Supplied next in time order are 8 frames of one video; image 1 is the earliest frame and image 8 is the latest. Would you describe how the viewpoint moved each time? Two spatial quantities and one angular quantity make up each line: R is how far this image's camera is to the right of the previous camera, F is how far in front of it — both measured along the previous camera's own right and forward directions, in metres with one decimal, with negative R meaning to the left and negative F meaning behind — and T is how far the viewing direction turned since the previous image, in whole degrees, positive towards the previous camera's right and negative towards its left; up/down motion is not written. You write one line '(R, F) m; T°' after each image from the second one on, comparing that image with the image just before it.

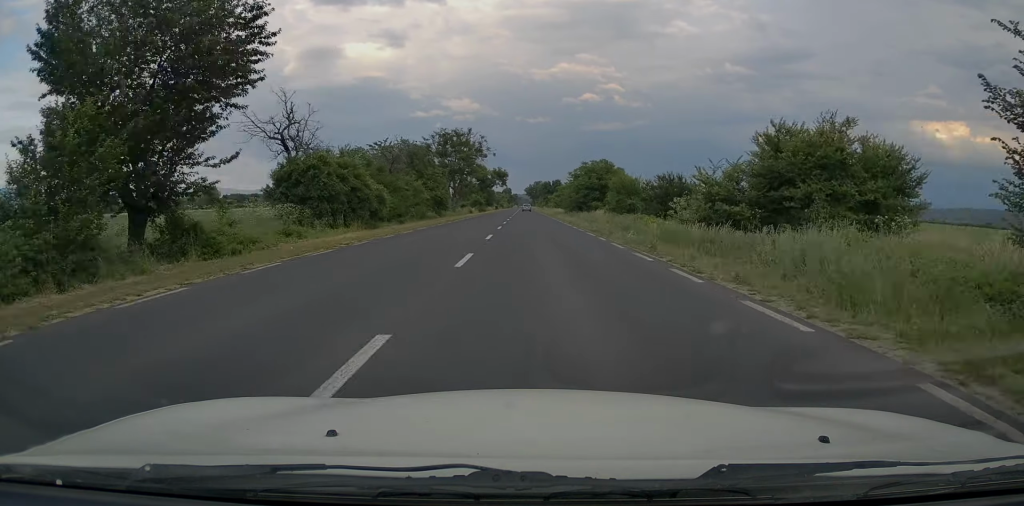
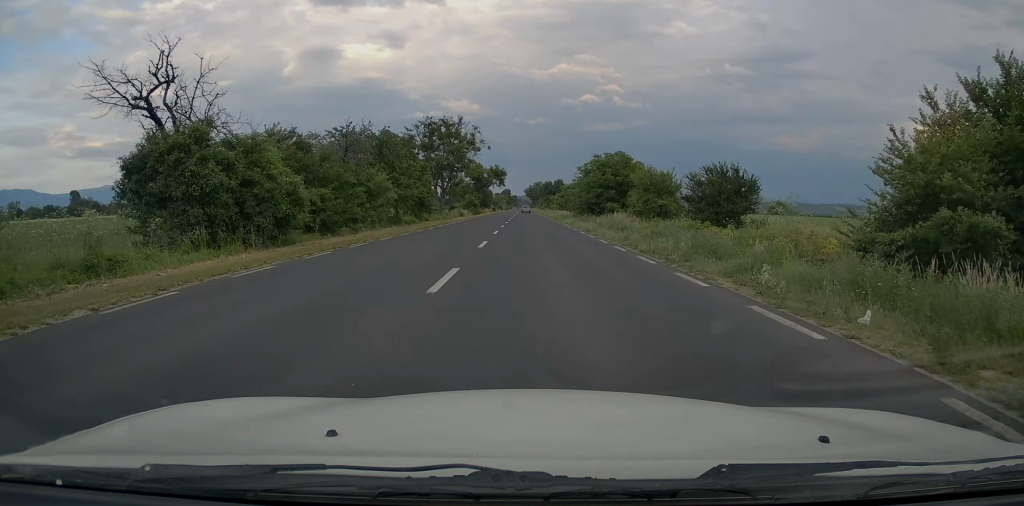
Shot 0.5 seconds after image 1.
(+0.2, +12.1) m; 0°
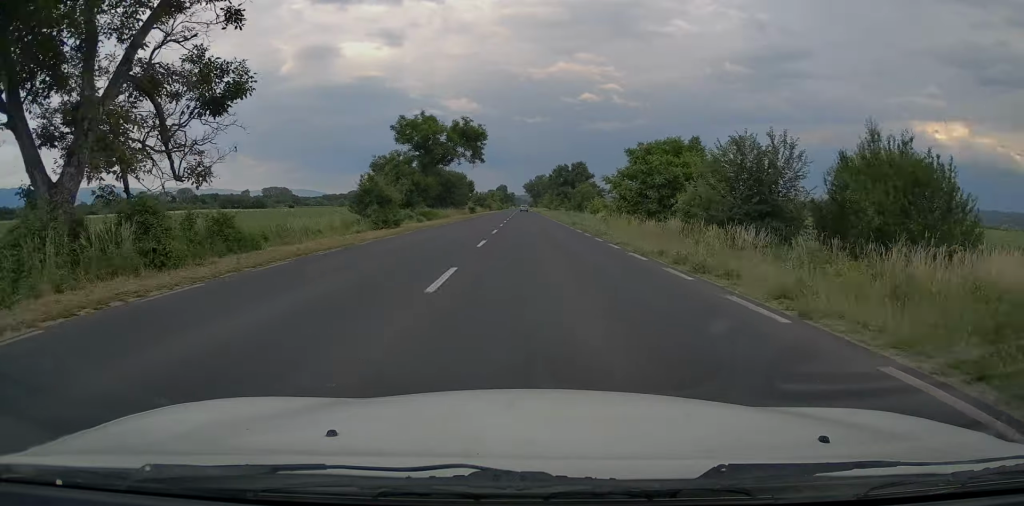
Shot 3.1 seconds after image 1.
(-0.2, +62.2) m; 0°
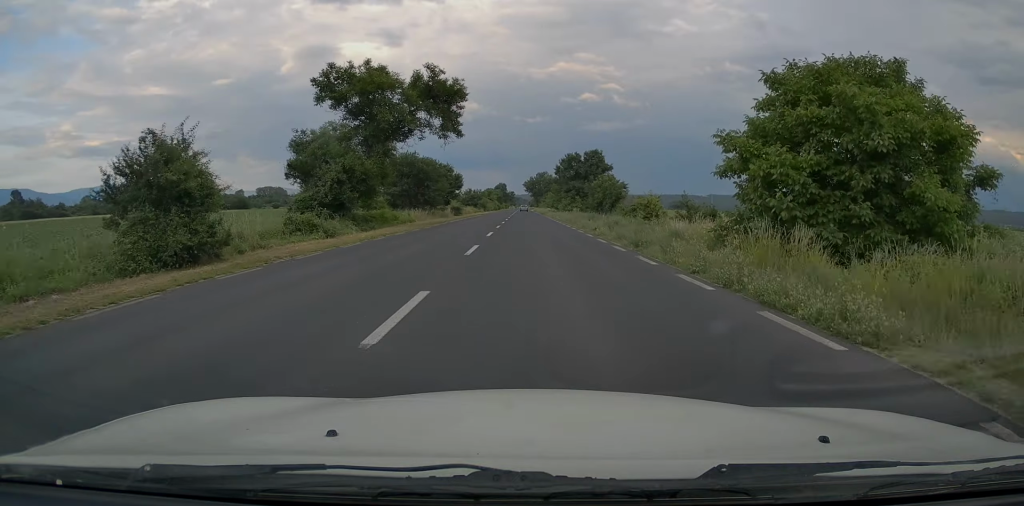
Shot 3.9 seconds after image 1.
(-0.1, +21.0) m; 0°
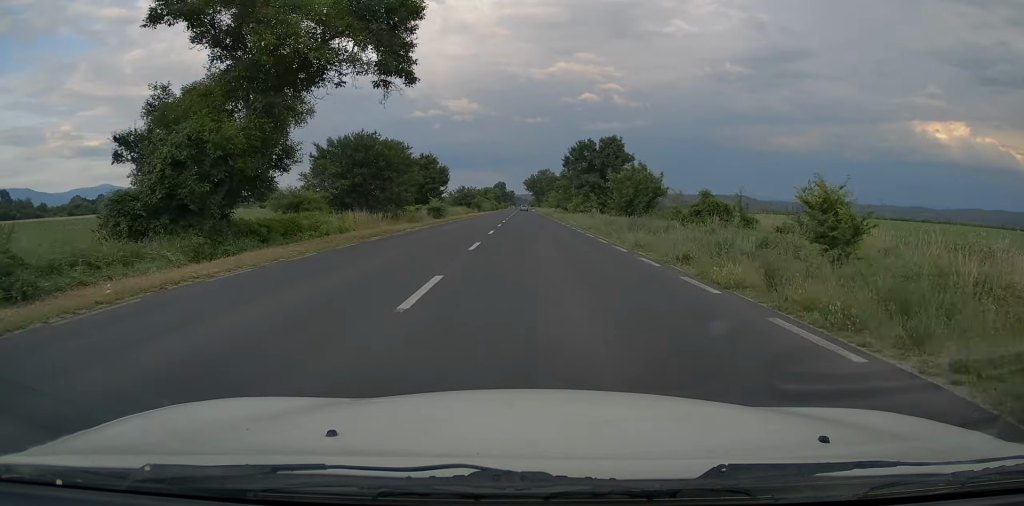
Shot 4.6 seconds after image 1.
(+0.3, +16.2) m; 0°
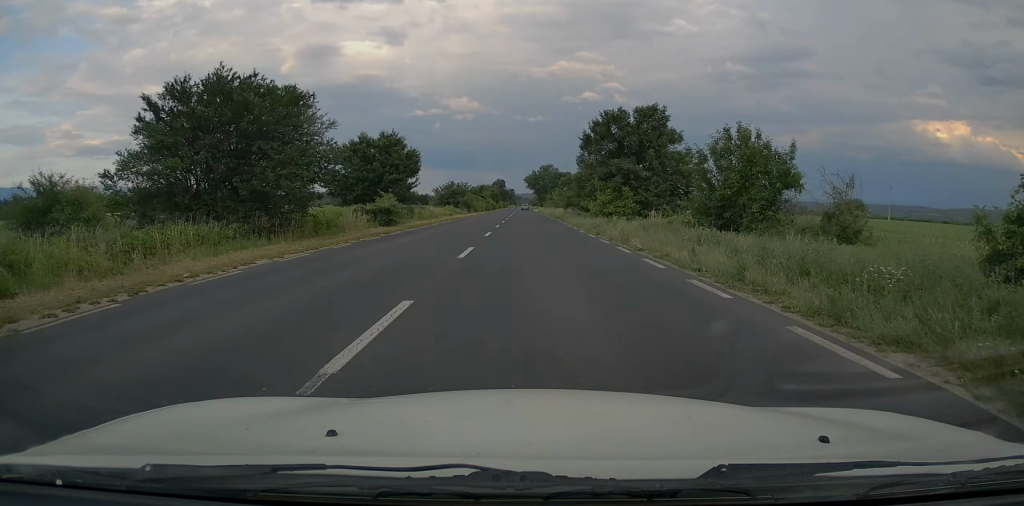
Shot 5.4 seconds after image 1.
(-0.3, +20.2) m; 0°
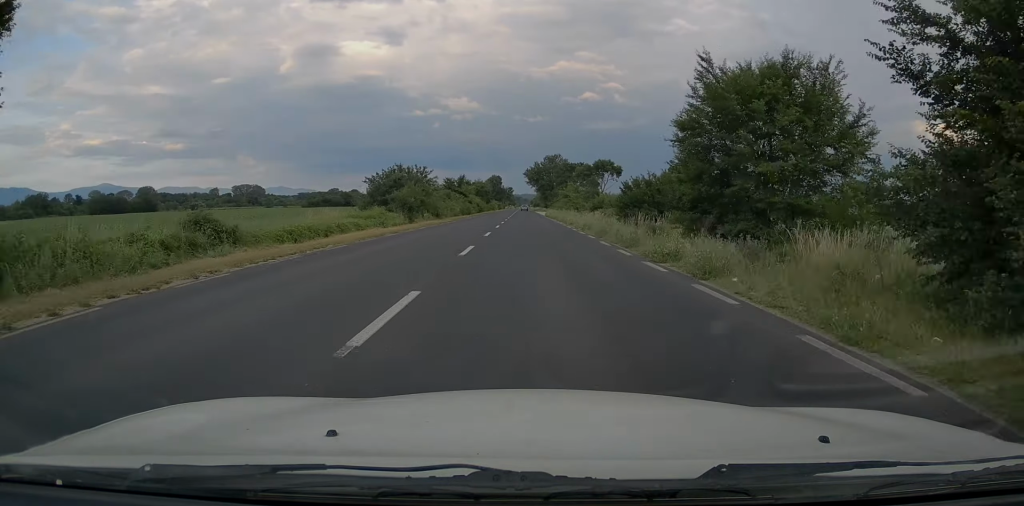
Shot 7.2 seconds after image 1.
(+0.1, +43.8) m; 0°
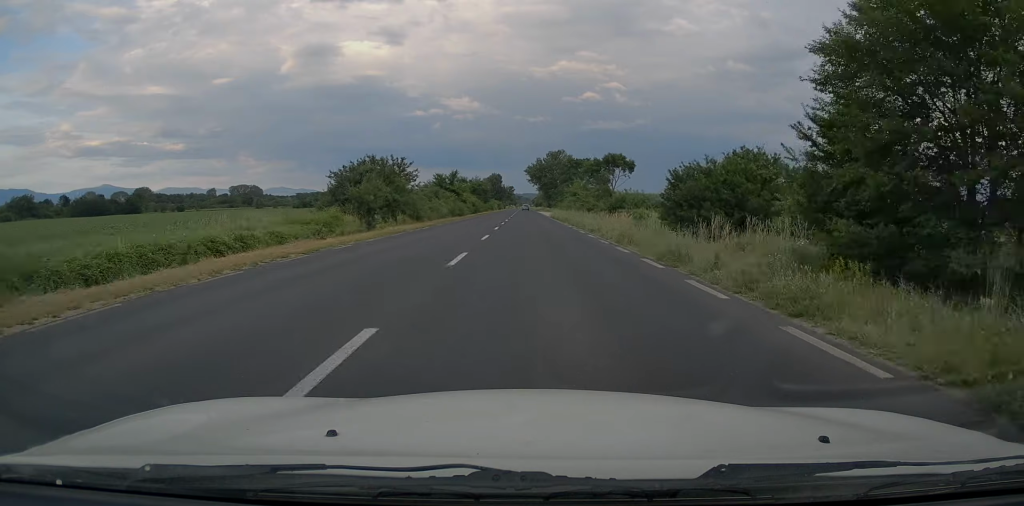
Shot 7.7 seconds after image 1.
(-0.1, +11.4) m; 0°
